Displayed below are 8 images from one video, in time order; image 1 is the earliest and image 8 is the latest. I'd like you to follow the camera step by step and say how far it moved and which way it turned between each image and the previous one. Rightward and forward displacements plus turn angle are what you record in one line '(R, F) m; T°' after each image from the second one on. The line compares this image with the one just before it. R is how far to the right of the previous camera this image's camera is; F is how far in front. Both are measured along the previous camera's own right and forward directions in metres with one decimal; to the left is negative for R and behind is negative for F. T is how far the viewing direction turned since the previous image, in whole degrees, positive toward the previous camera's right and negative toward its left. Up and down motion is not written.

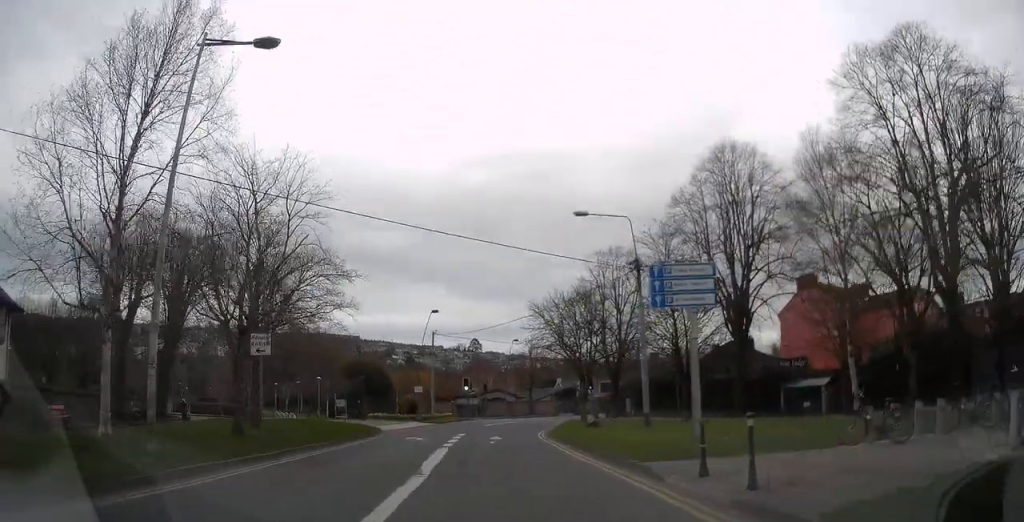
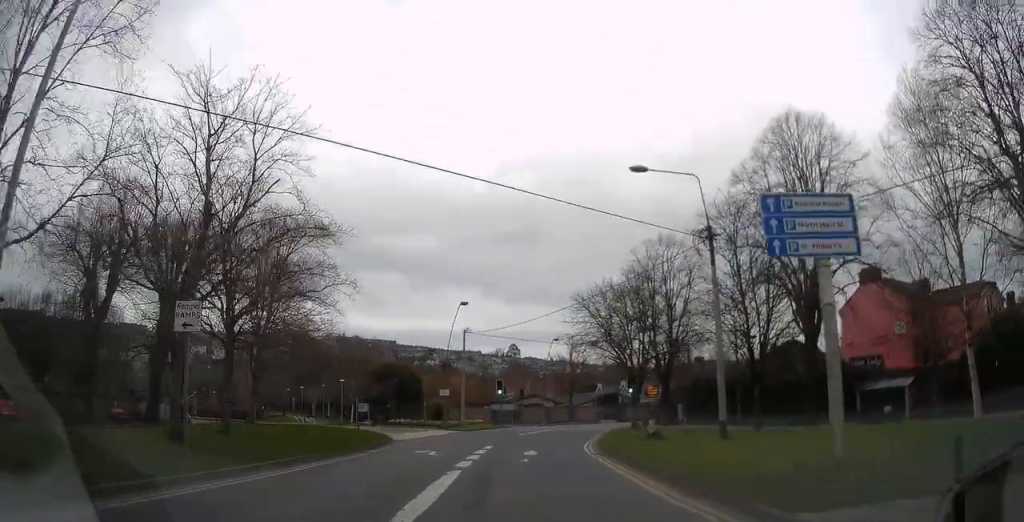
(-0.2, +5.1) m; -8°
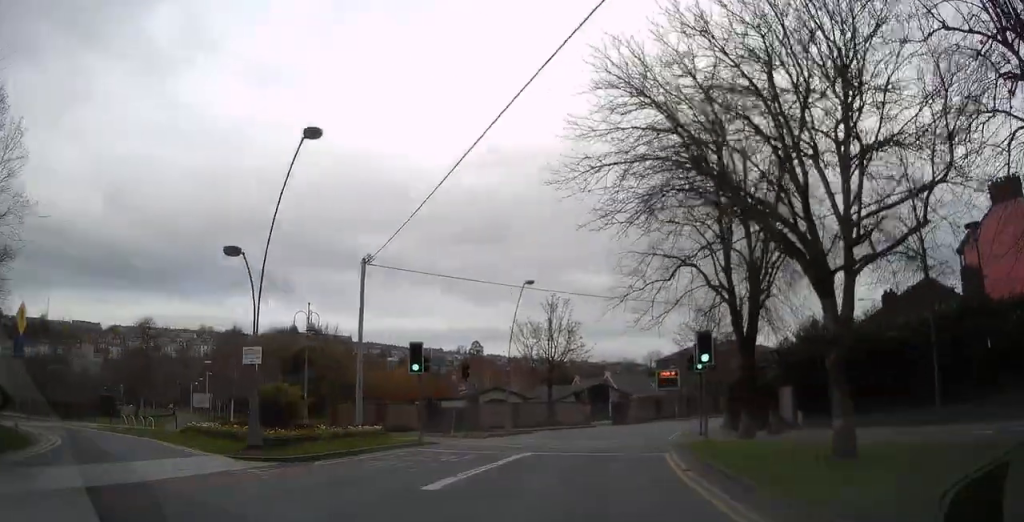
(-3.3, +23.8) m; -7°
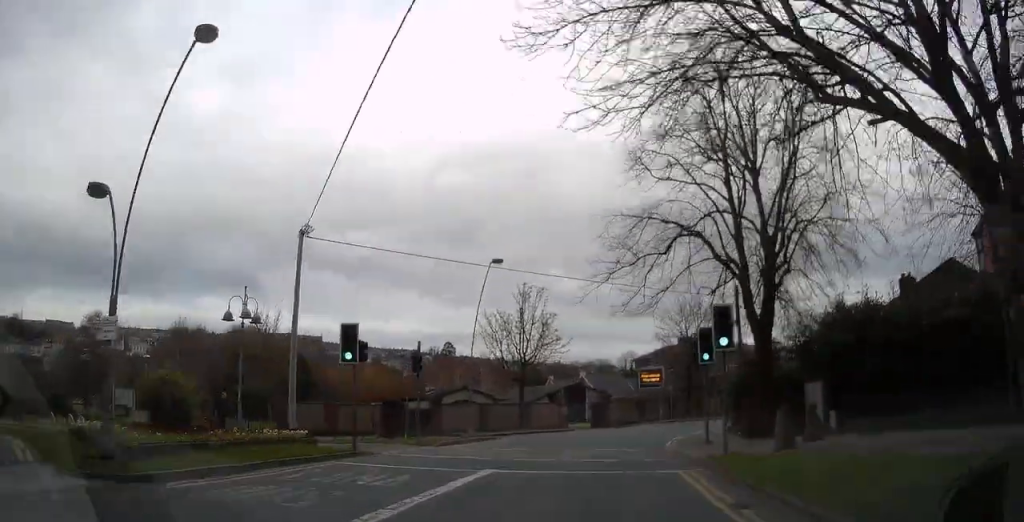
(0.0, +5.0) m; +1°
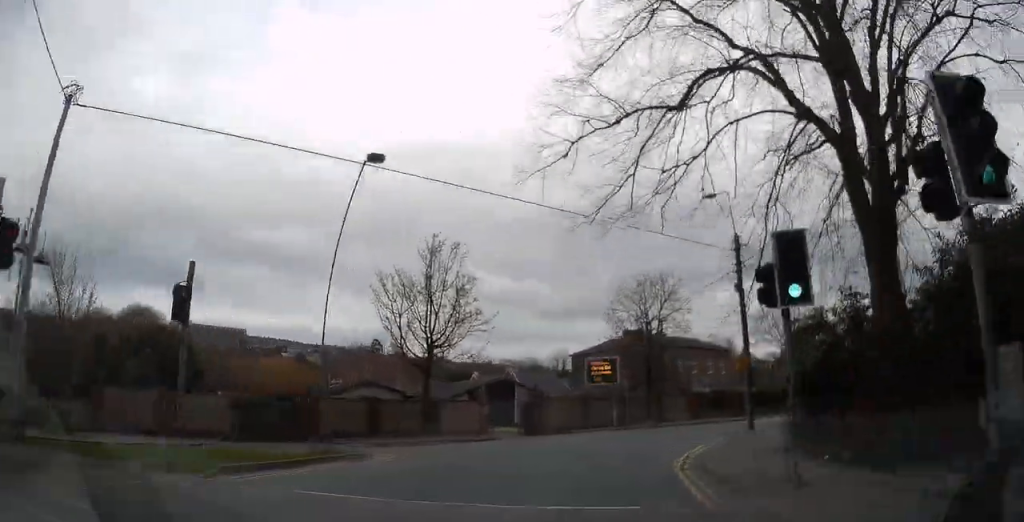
(+0.4, +11.9) m; +6°
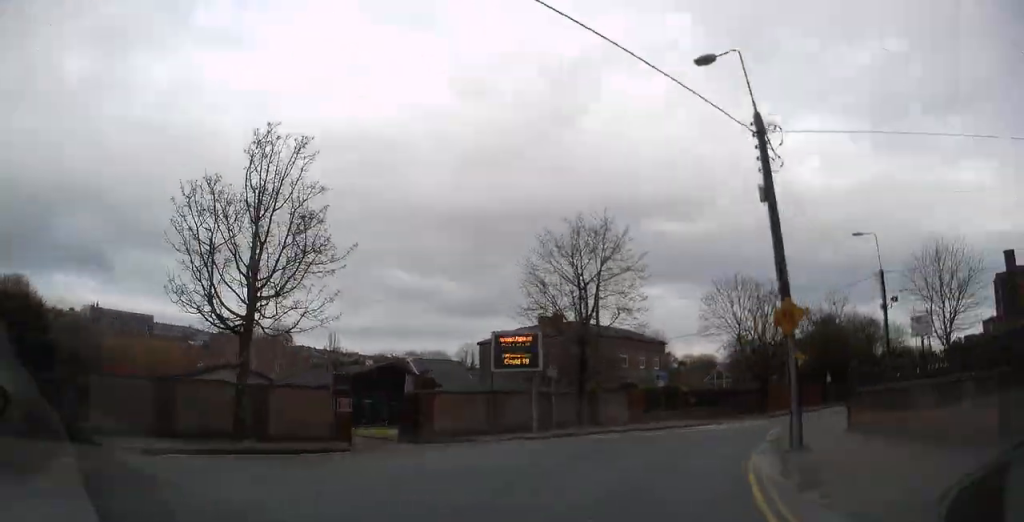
(+0.7, +11.7) m; +7°
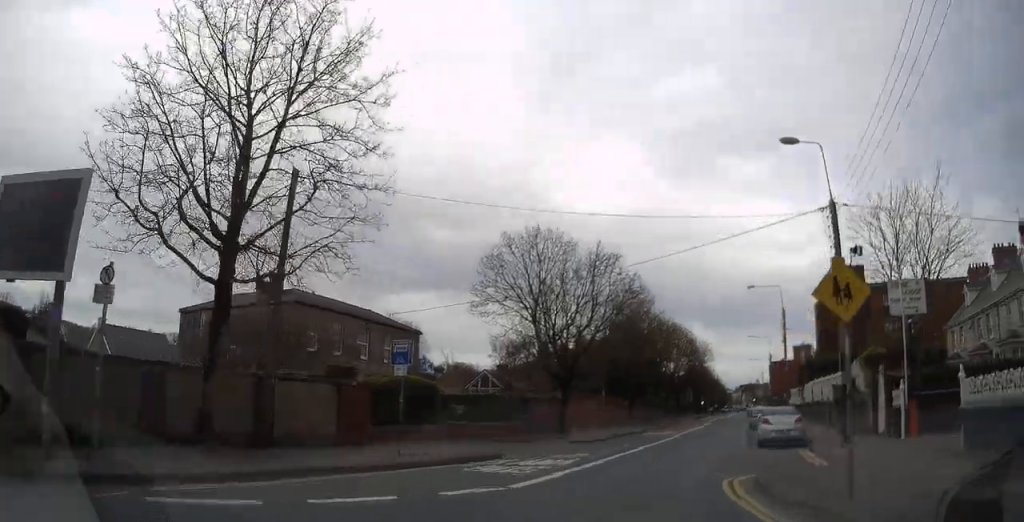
(+1.7, +17.4) m; +12°
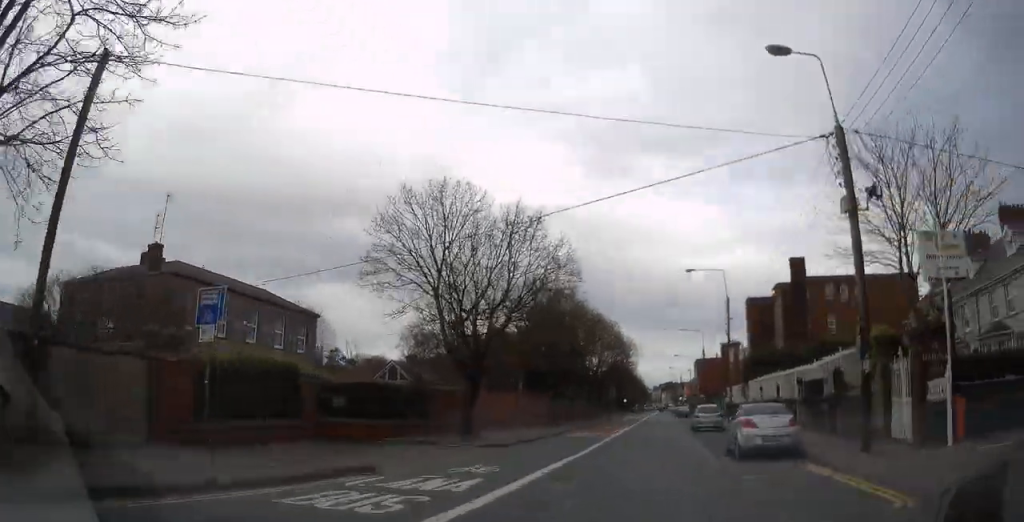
(0.0, +5.9) m; +6°
